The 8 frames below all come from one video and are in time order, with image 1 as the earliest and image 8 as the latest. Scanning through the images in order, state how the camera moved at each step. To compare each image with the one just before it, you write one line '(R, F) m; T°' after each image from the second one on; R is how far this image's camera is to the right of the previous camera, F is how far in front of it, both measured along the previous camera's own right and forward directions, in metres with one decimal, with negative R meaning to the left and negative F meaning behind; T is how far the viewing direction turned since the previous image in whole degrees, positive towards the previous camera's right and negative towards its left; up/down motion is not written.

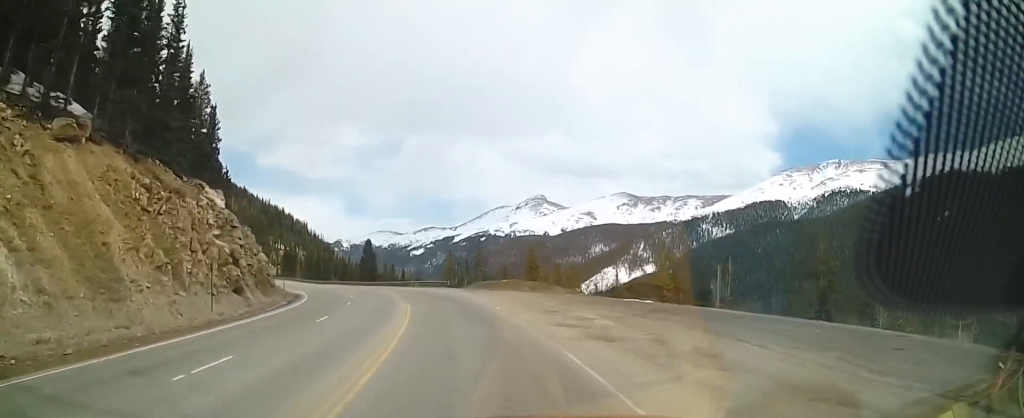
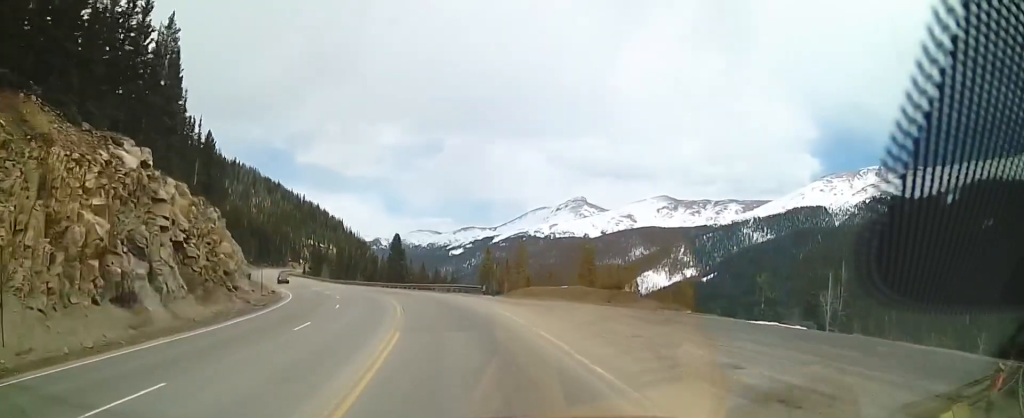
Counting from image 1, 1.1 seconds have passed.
(-0.2, +16.9) m; 0°
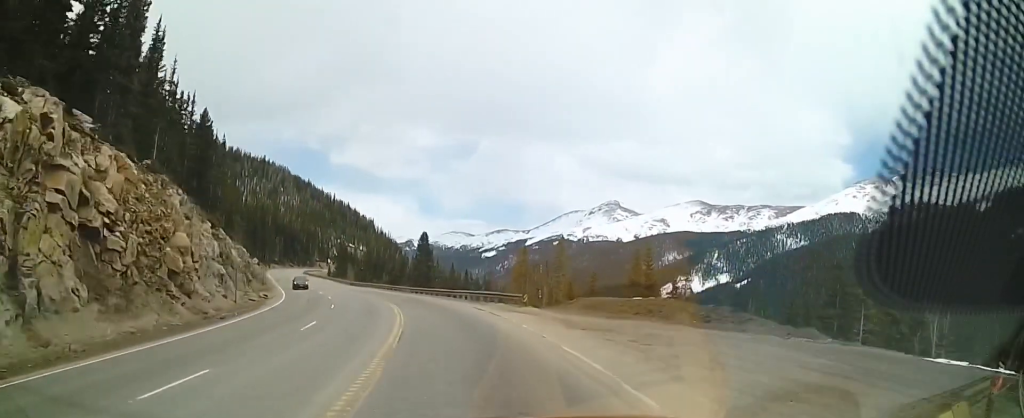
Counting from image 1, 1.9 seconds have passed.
(+0.1, +11.4) m; 0°
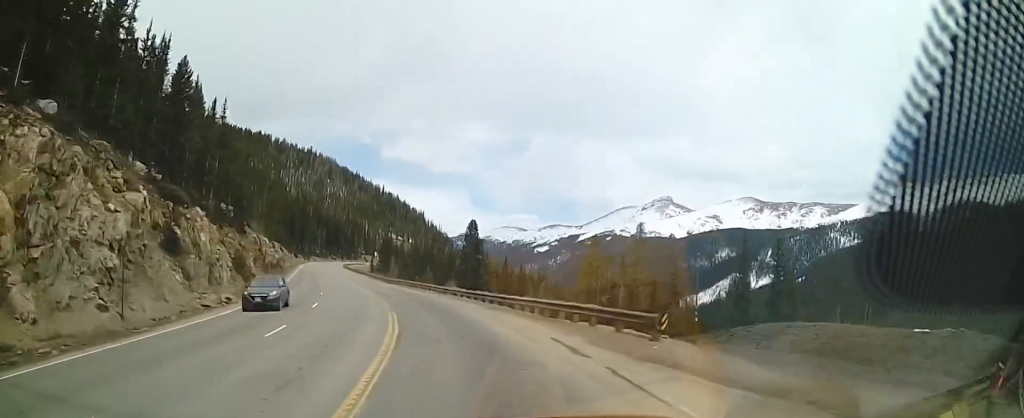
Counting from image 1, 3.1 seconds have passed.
(-0.2, +17.7) m; -7°
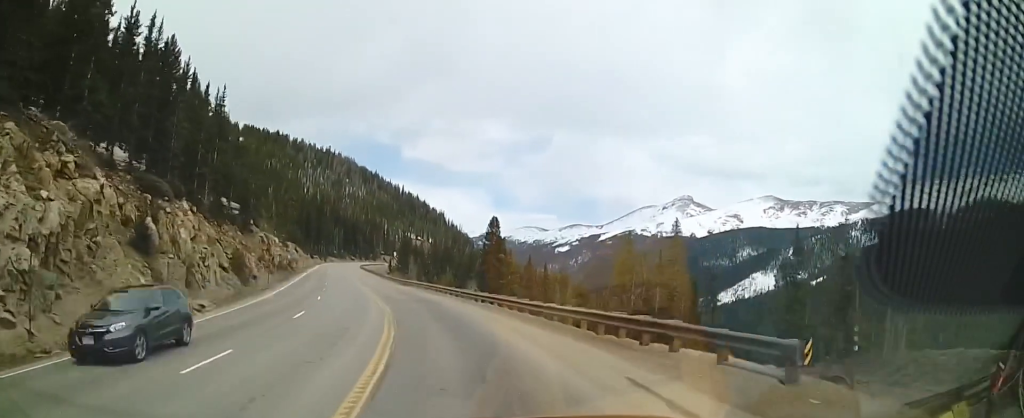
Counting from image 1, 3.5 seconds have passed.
(-0.7, +6.2) m; -3°
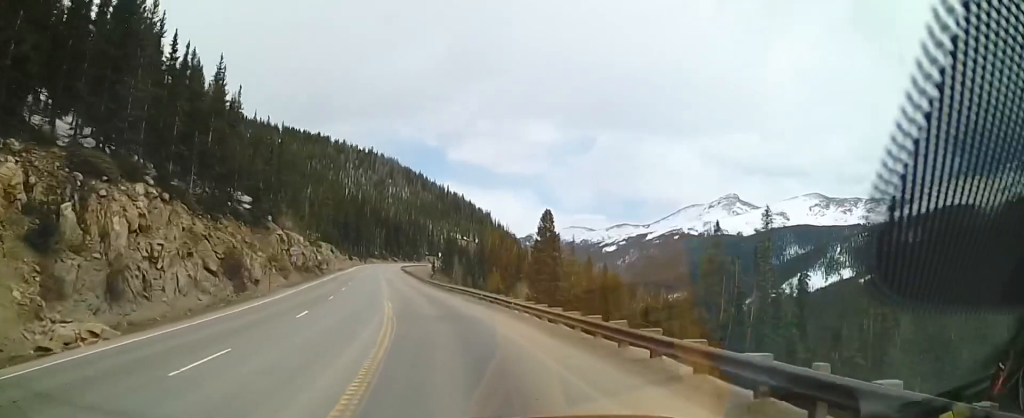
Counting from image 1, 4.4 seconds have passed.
(-0.8, +12.4) m; -5°
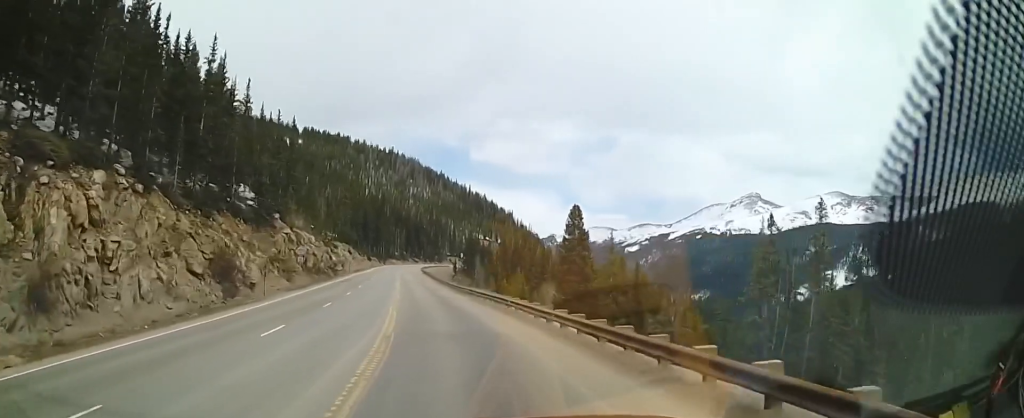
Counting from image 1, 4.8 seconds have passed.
(-0.1, +6.2) m; -1°
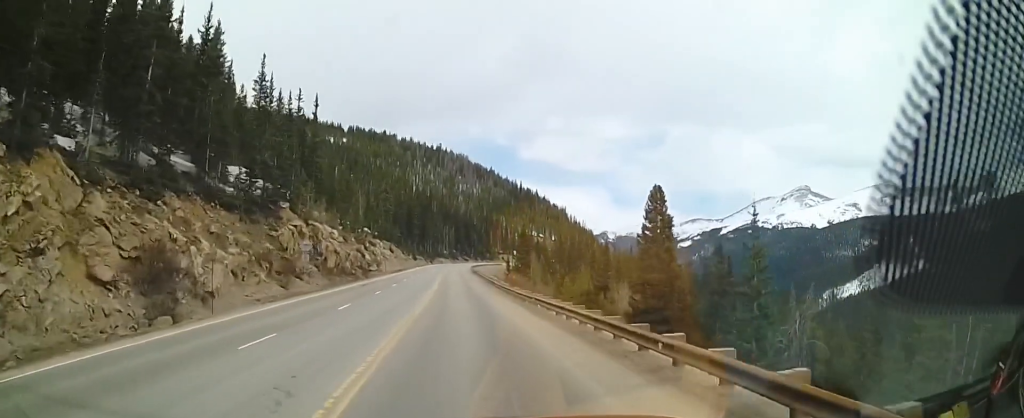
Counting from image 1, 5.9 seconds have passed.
(-0.1, +15.7) m; -2°
